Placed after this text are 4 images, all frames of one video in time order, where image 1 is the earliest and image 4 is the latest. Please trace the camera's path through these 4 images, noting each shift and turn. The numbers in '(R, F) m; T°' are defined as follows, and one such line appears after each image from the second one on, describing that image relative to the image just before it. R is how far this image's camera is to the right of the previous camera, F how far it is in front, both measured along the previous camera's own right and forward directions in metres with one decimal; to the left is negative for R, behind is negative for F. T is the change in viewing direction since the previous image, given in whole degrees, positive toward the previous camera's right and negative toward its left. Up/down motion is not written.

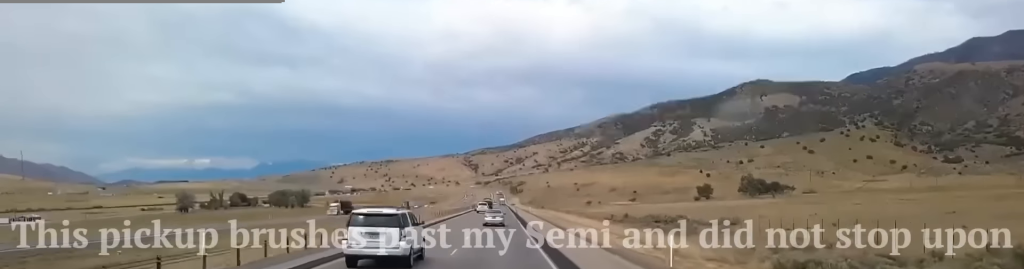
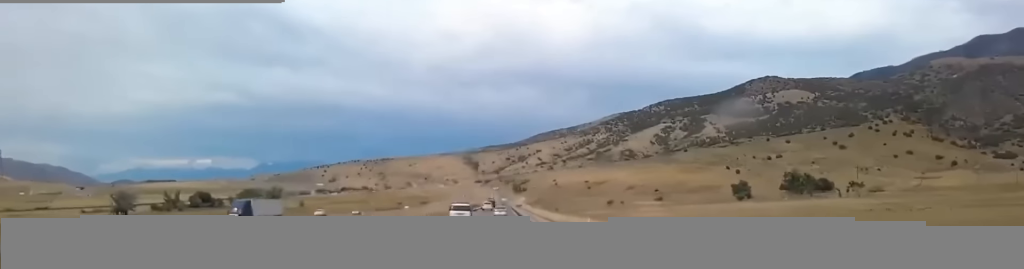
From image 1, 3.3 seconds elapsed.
(+0.2, +108.3) m; 0°
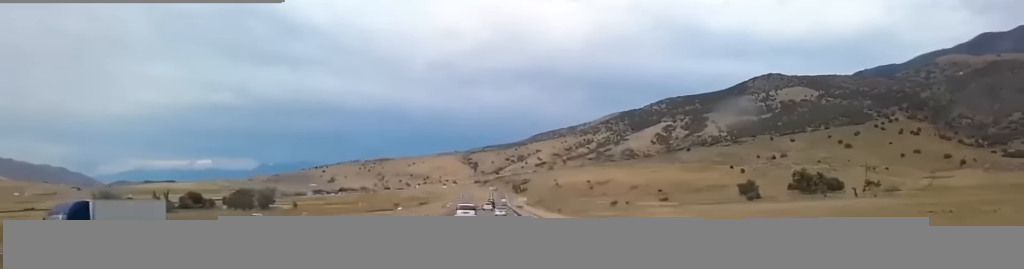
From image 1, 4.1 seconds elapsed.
(+0.1, +24.0) m; 0°
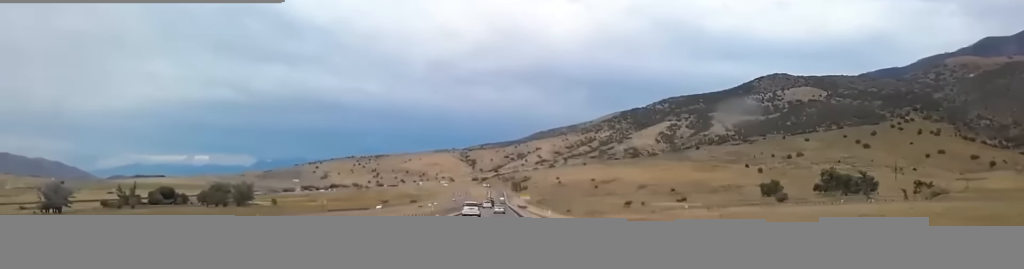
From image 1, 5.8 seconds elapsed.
(-0.3, +45.3) m; -1°
